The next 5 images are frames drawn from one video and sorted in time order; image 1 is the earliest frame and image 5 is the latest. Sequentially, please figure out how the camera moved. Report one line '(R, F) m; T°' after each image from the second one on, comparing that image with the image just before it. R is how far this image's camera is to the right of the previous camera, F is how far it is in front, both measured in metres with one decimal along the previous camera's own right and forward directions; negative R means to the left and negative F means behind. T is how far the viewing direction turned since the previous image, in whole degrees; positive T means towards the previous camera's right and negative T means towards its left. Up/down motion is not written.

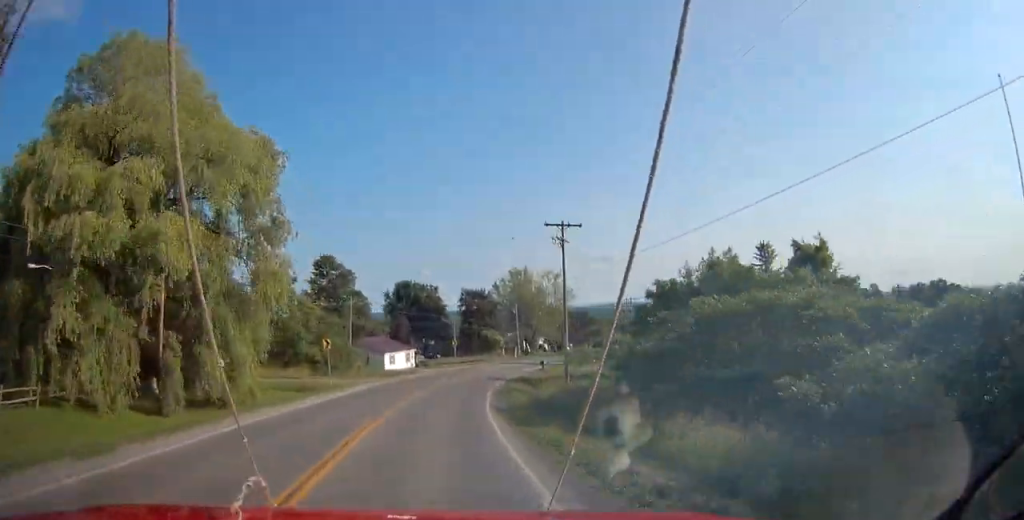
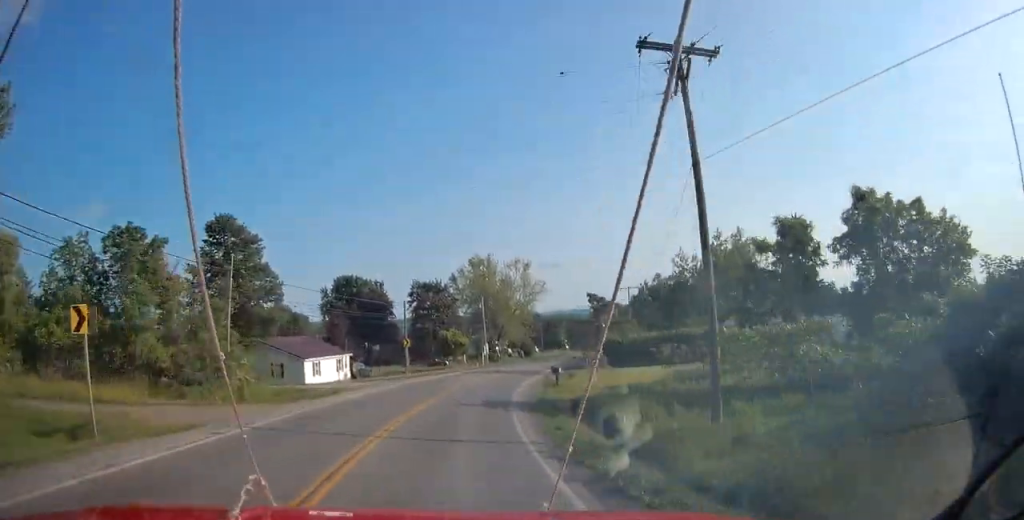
(-0.3, +24.0) m; +4°
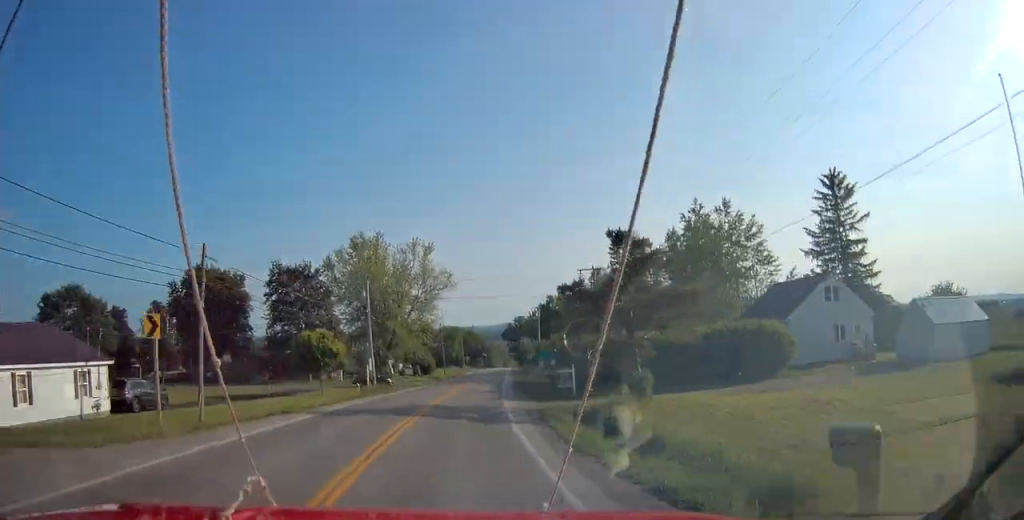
(+2.7, +30.9) m; +9°
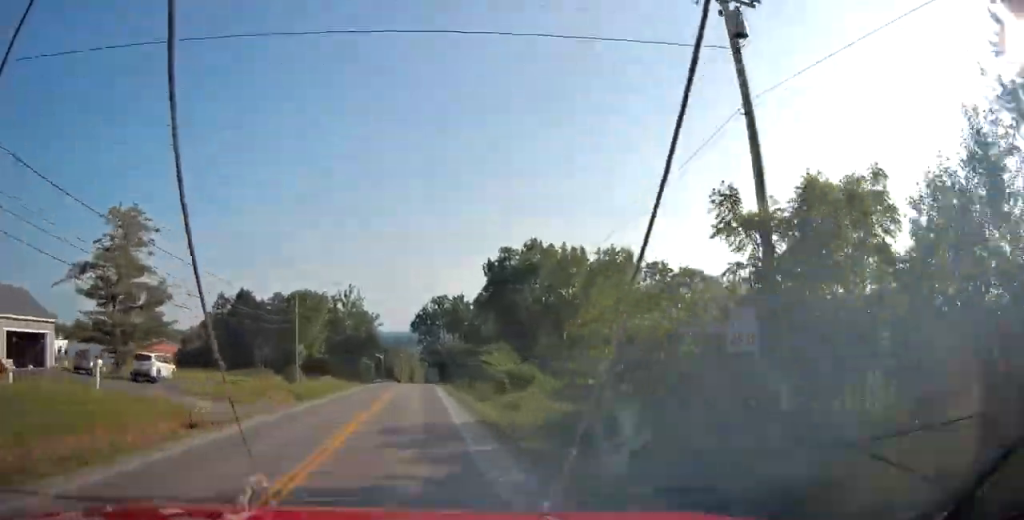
(+14.0, +94.8) m; +11°
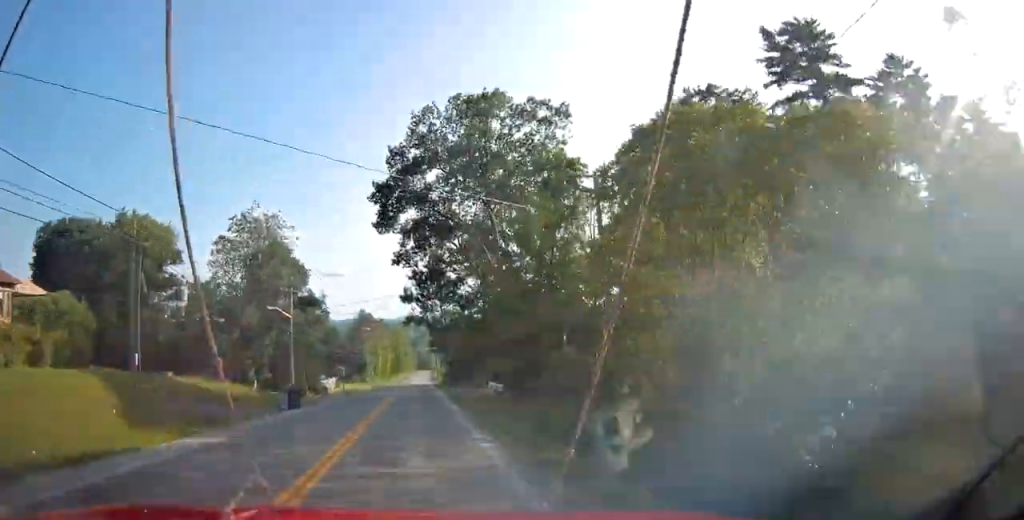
(+0.4, +105.7) m; +1°
